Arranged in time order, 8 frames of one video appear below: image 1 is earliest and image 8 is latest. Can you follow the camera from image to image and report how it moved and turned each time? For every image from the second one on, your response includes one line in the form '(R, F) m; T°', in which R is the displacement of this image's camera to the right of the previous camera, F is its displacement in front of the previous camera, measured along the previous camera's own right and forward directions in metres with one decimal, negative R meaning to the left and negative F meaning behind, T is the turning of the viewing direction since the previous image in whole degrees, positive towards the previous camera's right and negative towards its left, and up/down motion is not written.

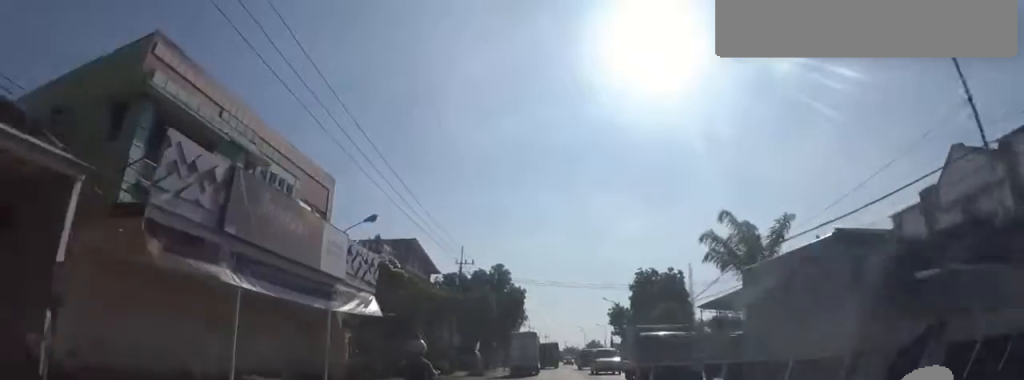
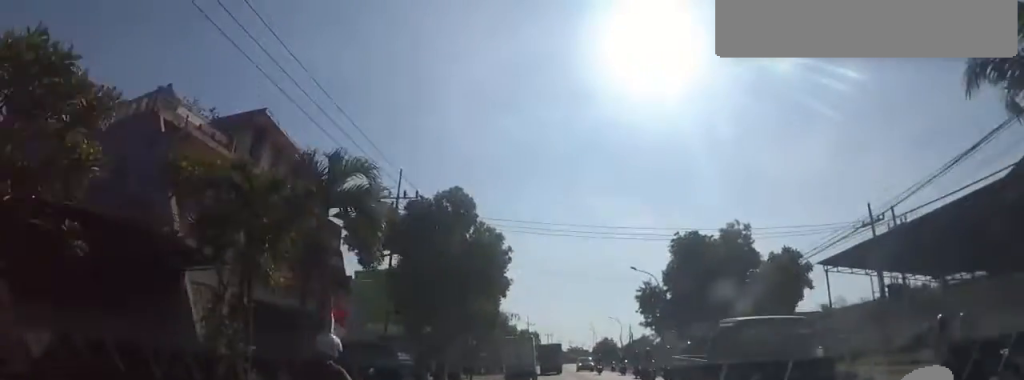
(0.0, +21.4) m; 0°
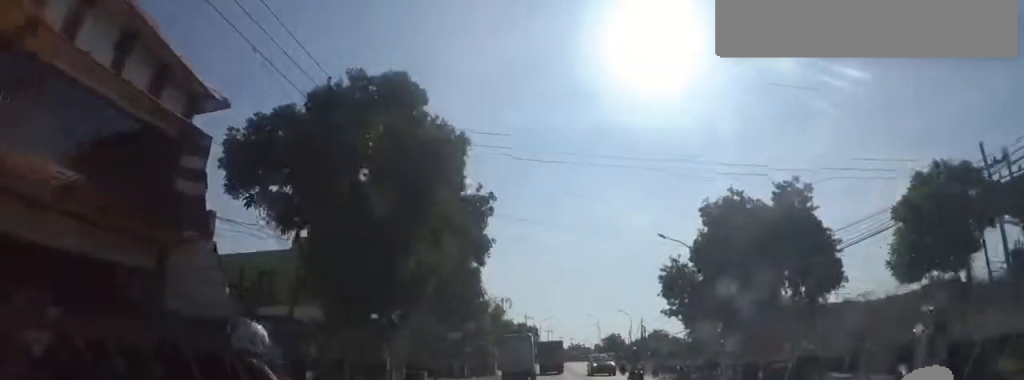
(0.0, +9.7) m; 0°
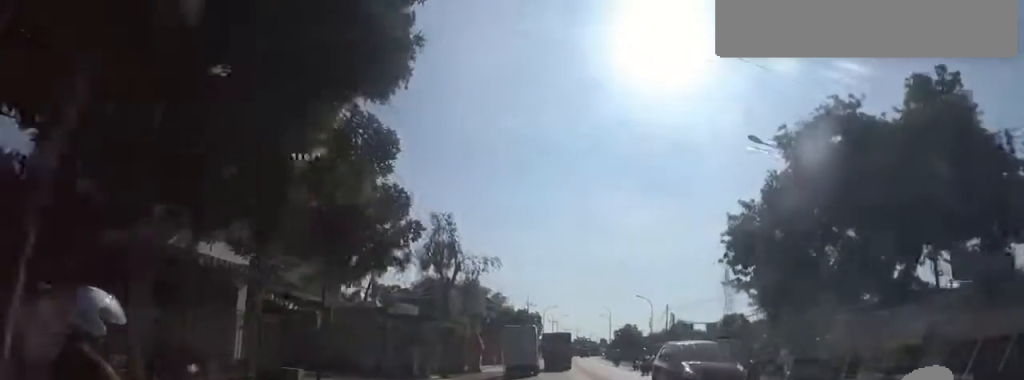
(0.0, +10.9) m; 0°
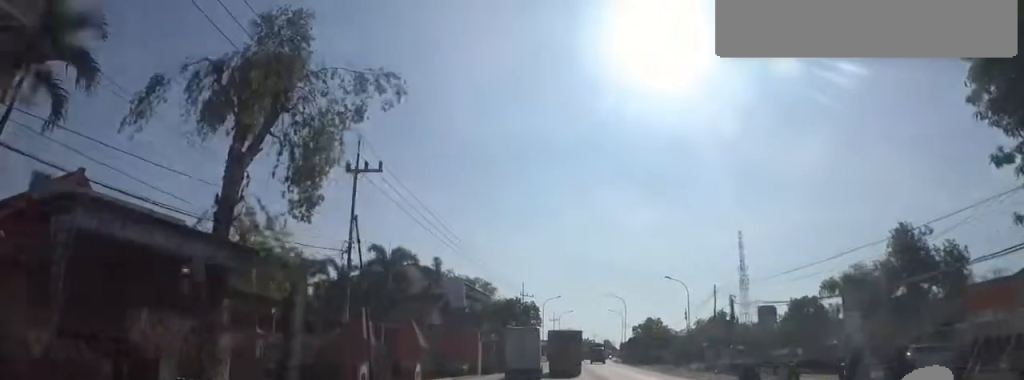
(+0.1, +14.3) m; +3°
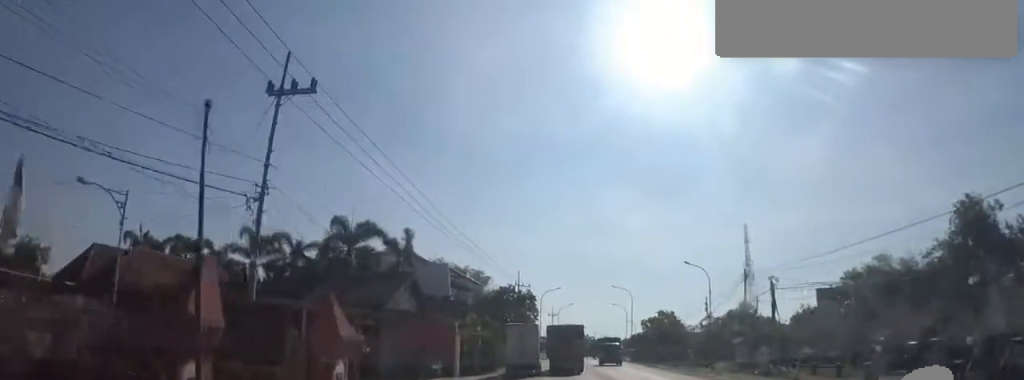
(-0.1, +6.1) m; +3°
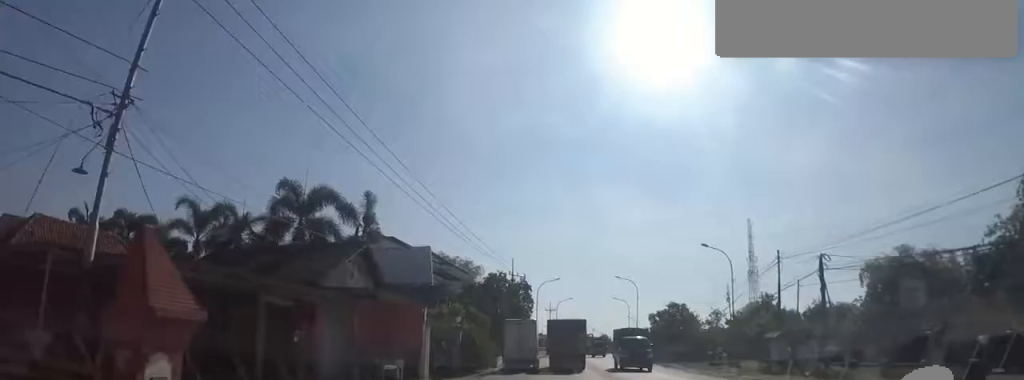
(+0.3, +5.4) m; +1°
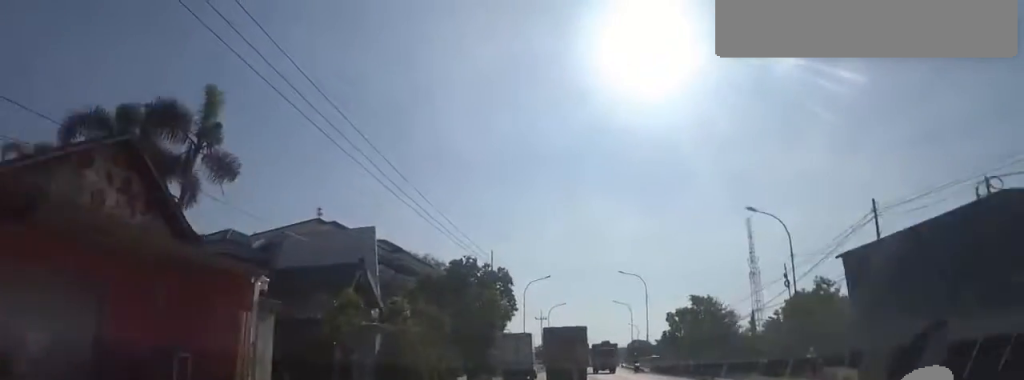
(+0.4, +10.4) m; -2°
